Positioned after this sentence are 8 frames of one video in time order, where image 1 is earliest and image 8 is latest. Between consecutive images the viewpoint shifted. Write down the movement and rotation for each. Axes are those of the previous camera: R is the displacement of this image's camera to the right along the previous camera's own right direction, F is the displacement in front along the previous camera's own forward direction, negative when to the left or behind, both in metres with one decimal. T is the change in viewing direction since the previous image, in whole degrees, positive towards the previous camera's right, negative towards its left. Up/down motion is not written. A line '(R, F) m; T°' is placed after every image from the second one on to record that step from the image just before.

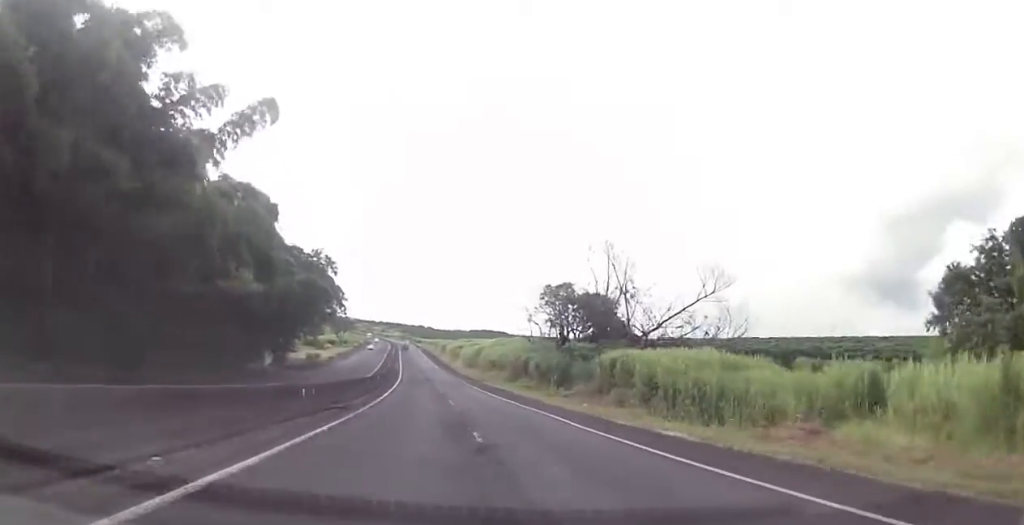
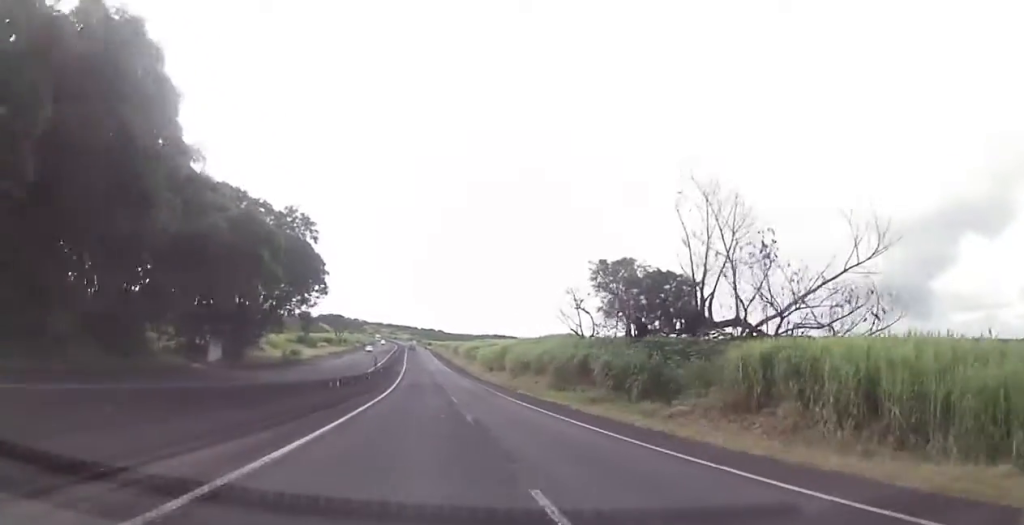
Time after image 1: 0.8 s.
(-0.5, +25.7) m; -1°
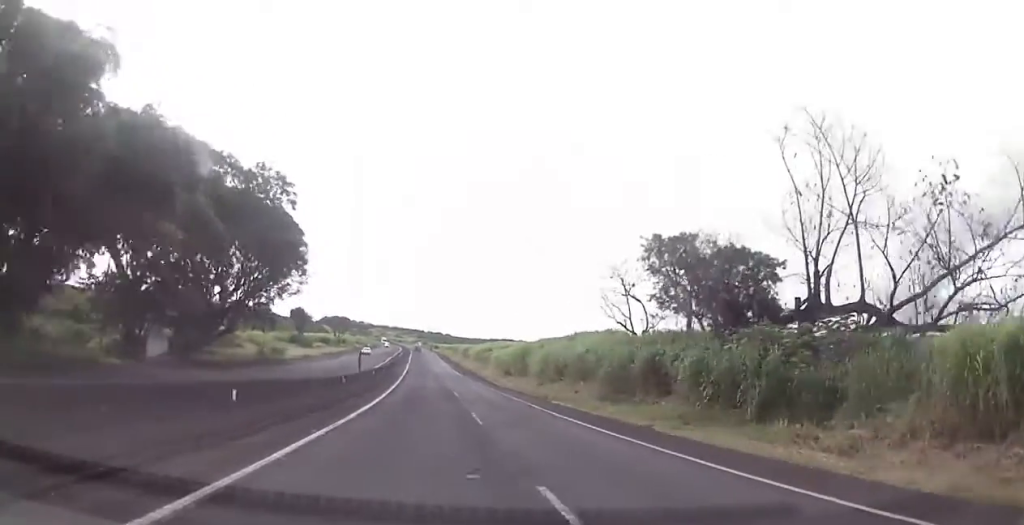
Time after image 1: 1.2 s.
(-0.1, +15.7) m; 0°
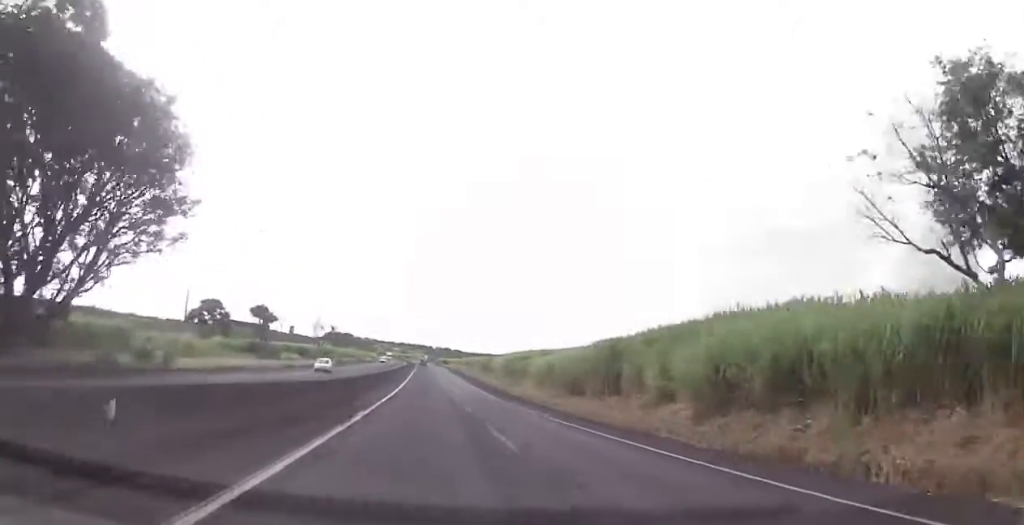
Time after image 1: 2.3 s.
(-0.2, +37.3) m; -1°
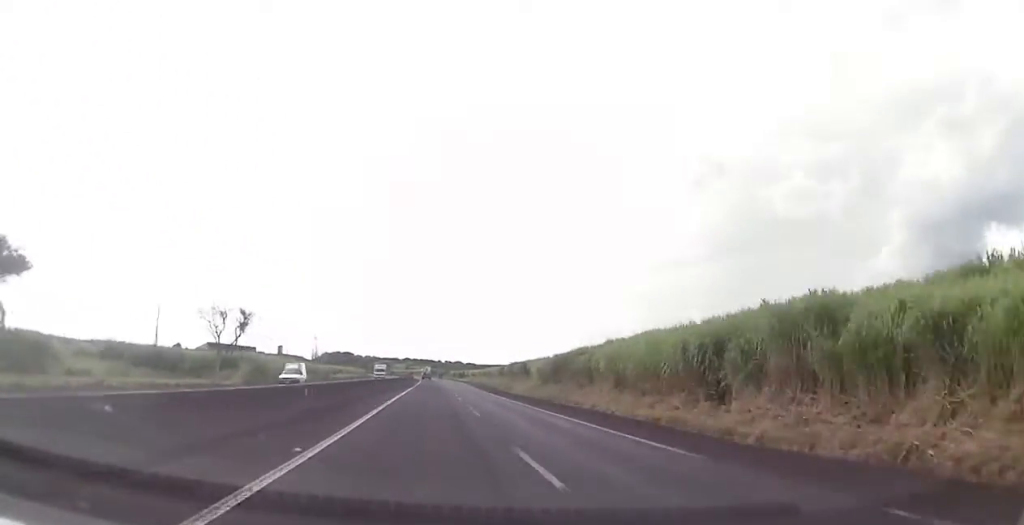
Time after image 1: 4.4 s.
(-1.3, +70.1) m; -1°
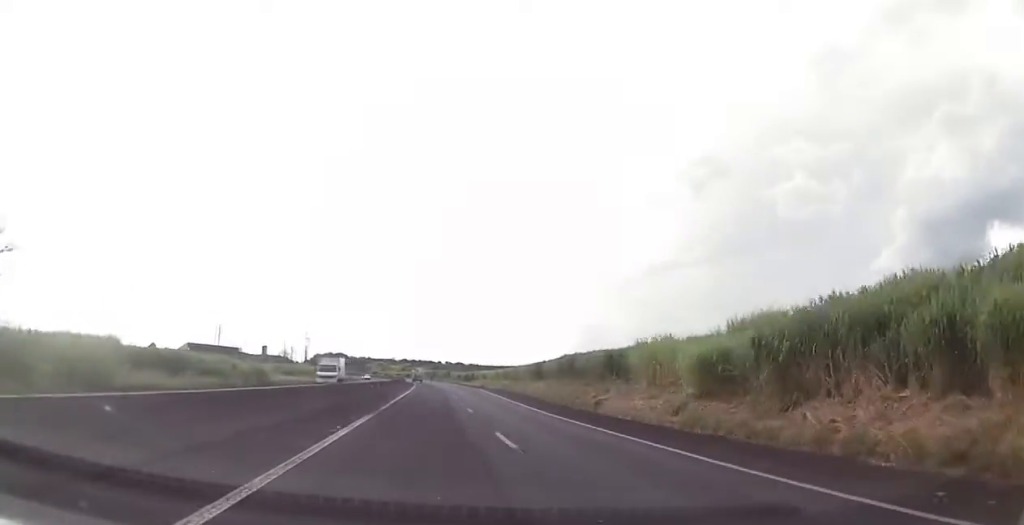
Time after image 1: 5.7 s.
(-0.1, +44.7) m; 0°
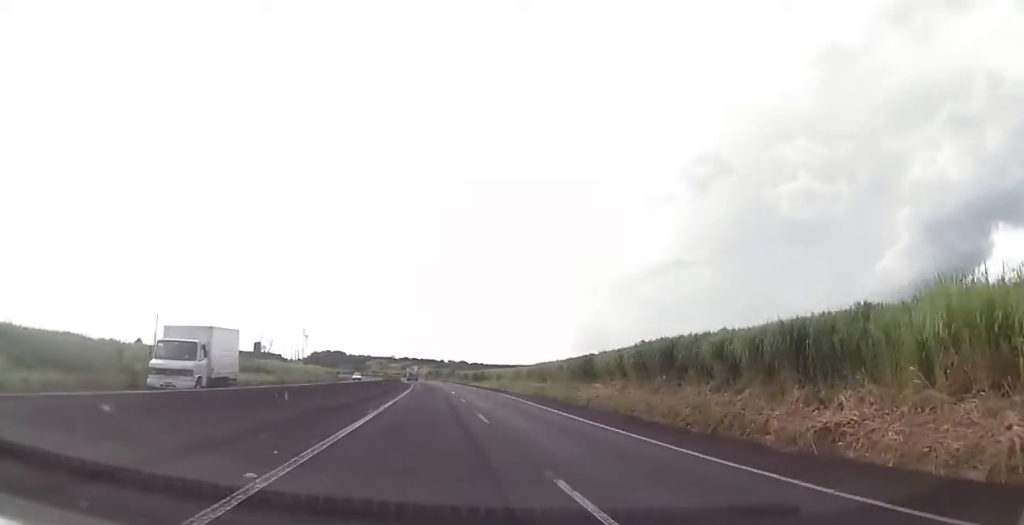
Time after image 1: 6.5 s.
(0.0, +25.3) m; 0°
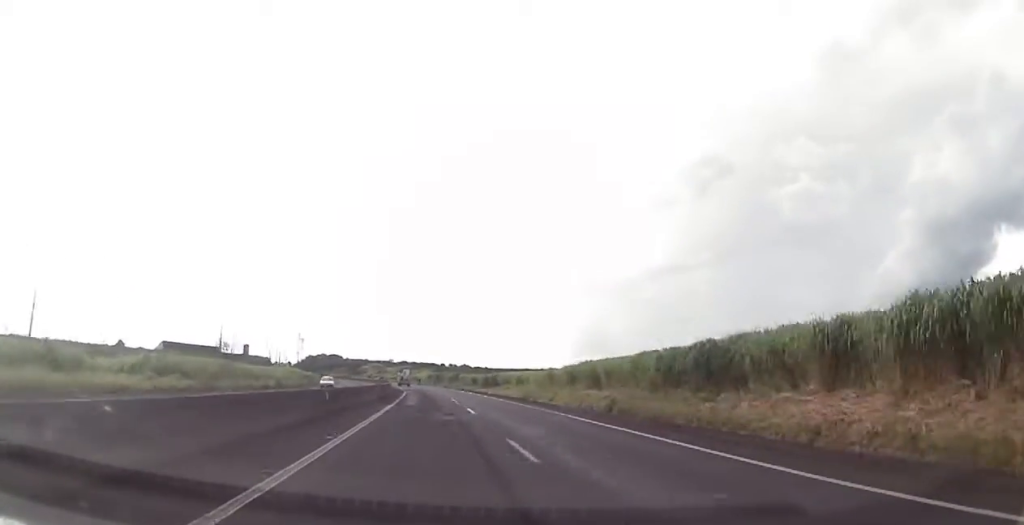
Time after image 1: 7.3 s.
(0.0, +27.3) m; 0°
